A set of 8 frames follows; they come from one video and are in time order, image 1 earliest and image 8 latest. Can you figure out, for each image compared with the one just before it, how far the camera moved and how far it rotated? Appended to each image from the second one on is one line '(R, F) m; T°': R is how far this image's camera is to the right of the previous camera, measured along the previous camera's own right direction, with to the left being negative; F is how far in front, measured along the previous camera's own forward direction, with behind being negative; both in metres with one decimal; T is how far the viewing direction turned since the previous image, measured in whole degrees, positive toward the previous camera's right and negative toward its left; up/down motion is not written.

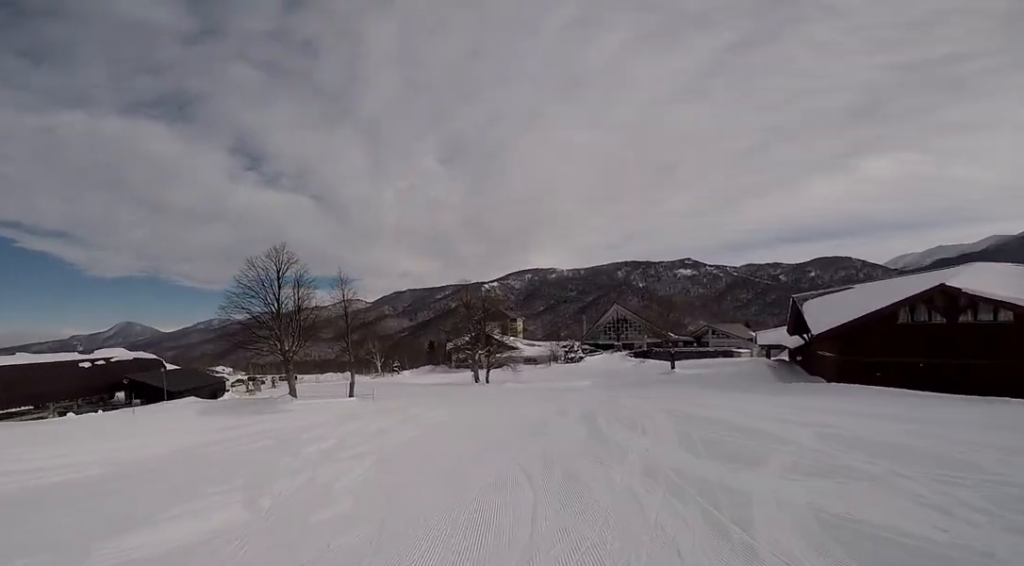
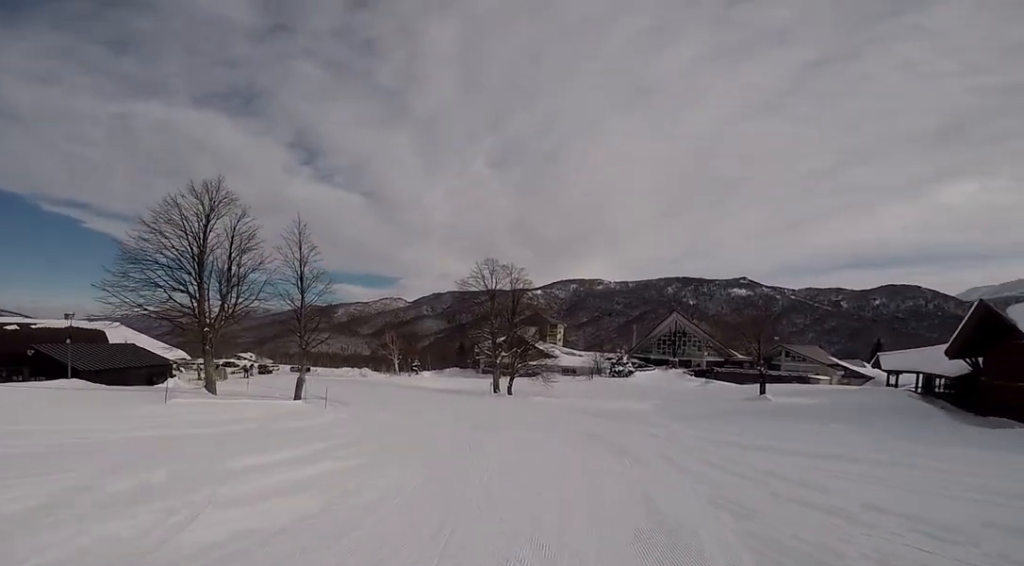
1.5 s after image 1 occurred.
(-0.6, +12.4) m; -7°
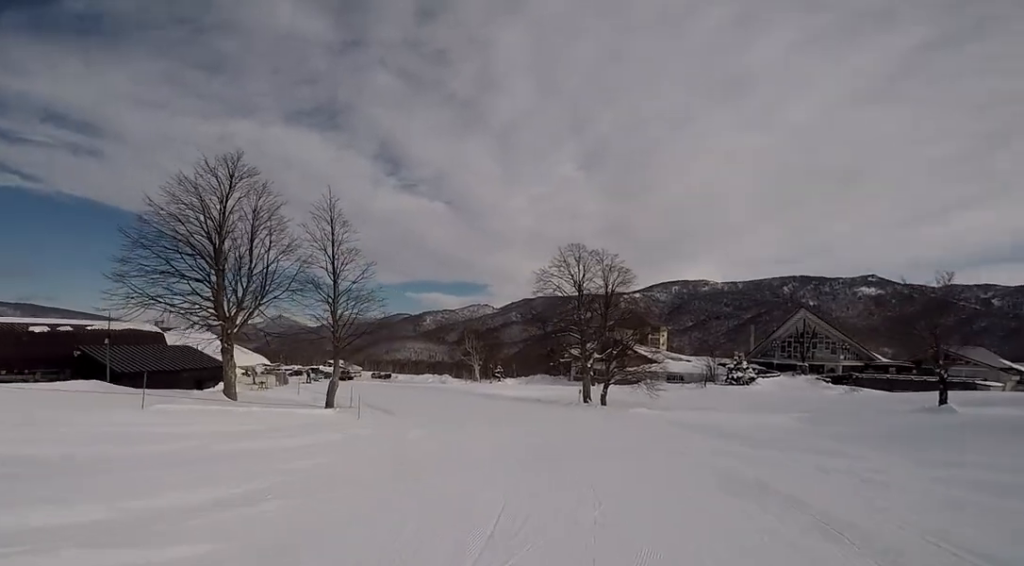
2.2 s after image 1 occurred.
(-0.1, +5.8) m; -6°
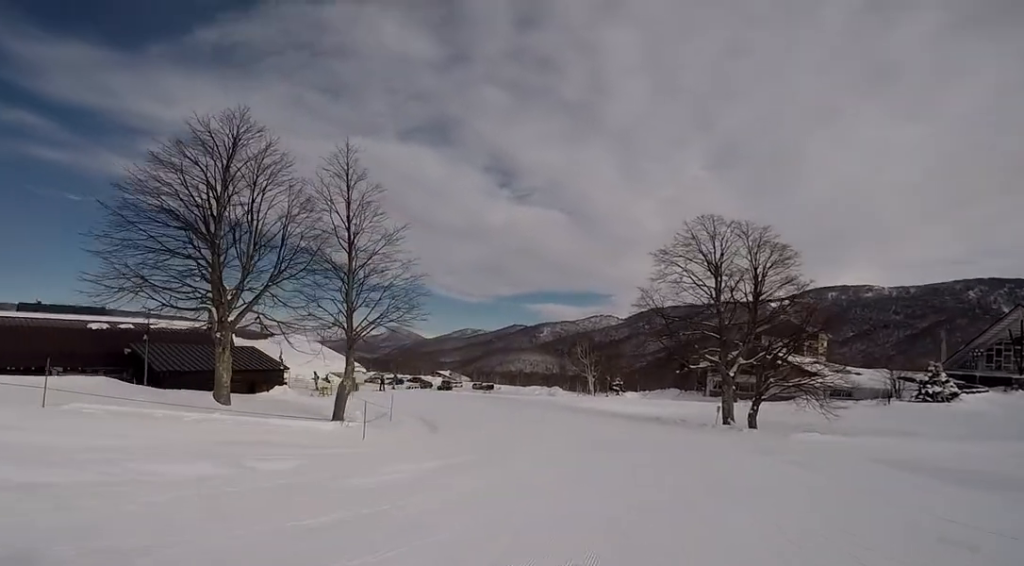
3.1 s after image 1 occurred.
(-0.6, +6.9) m; -13°
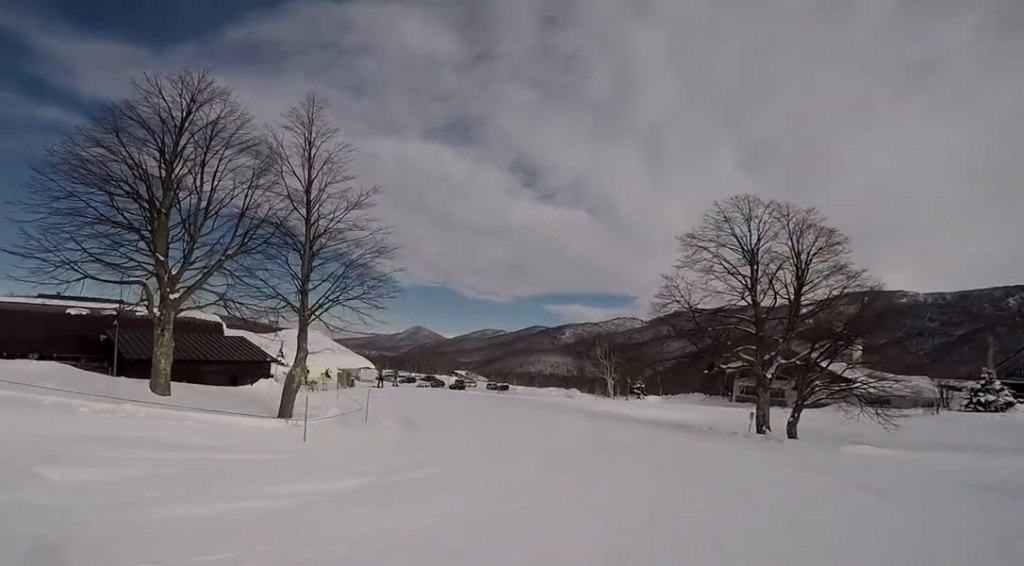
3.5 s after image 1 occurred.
(-0.3, +3.0) m; -8°
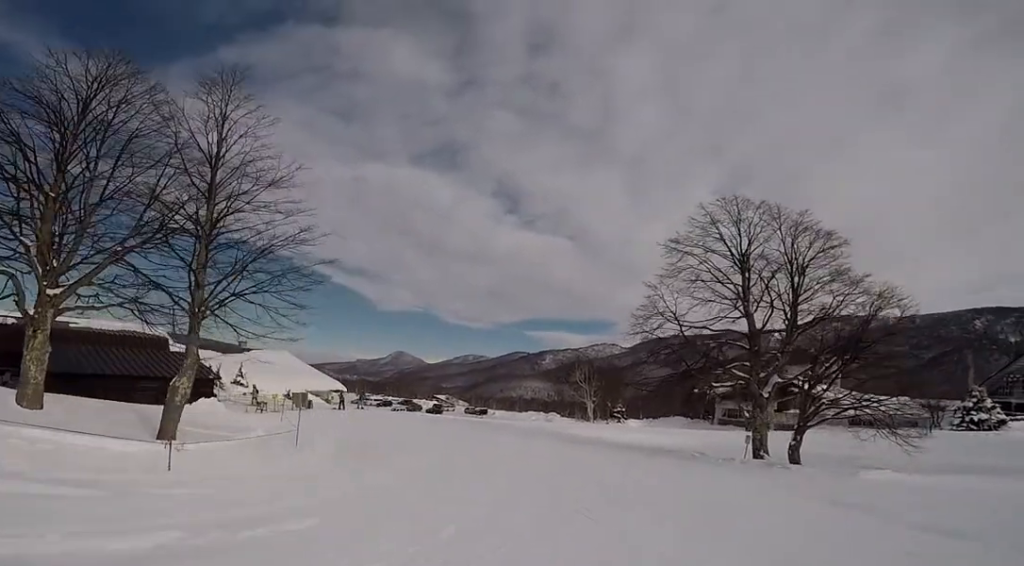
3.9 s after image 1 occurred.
(-0.1, +2.8) m; -8°
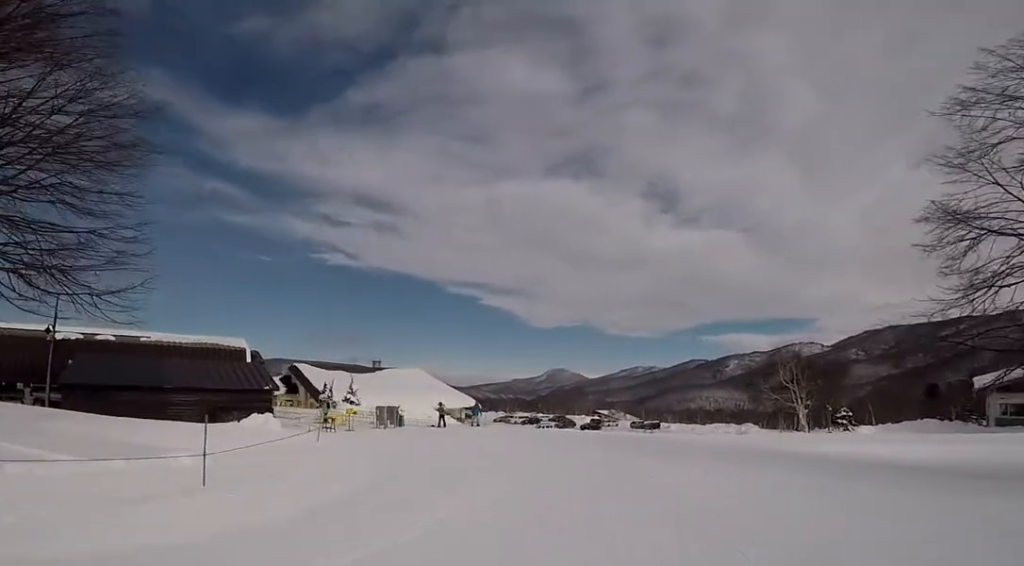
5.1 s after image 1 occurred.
(-1.6, +7.7) m; -16°
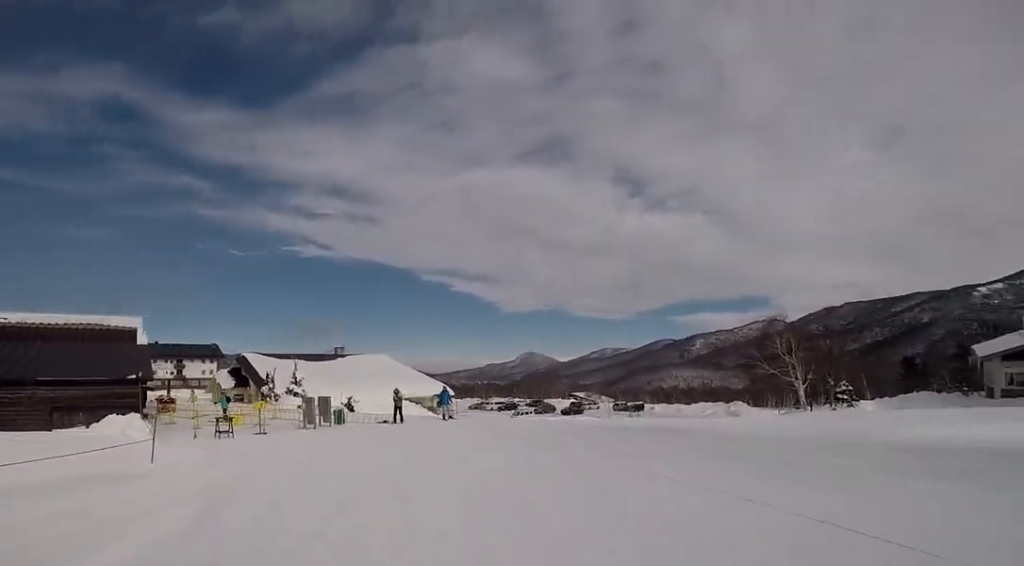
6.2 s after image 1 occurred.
(0.0, +6.1) m; -1°
